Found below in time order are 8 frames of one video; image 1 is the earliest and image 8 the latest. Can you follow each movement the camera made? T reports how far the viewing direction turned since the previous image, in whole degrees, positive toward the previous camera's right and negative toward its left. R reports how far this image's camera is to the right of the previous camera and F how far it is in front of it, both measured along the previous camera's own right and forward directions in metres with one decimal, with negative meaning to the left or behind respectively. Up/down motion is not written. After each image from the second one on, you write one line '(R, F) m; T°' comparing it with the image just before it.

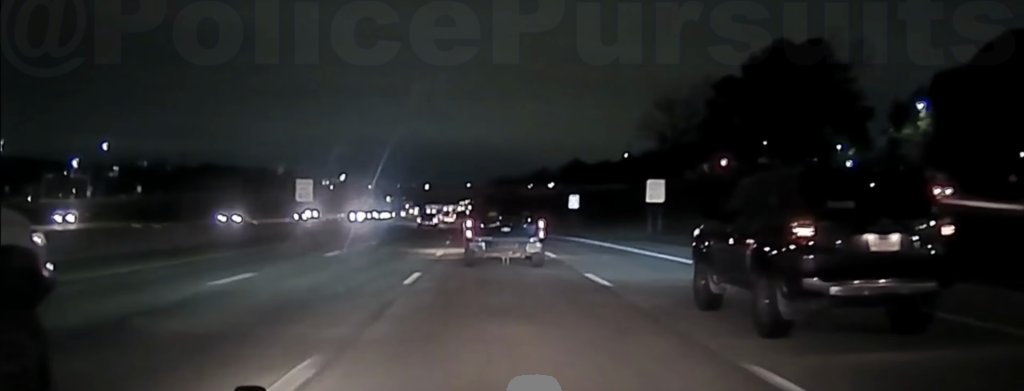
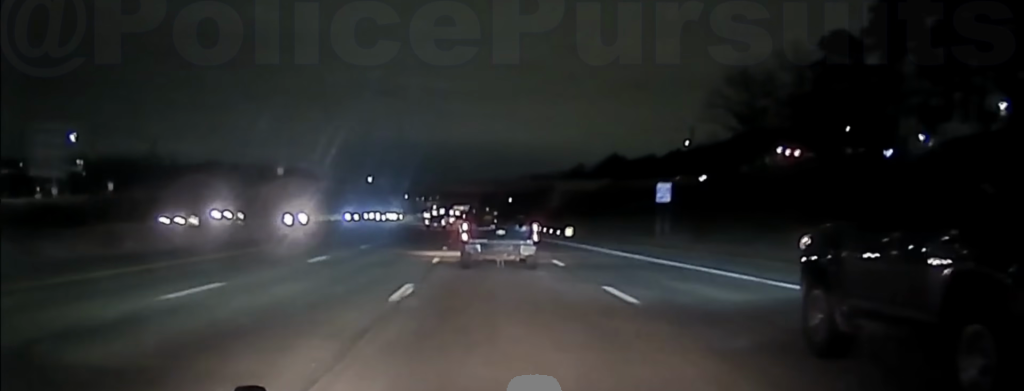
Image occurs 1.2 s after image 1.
(-0.5, +34.5) m; -2°
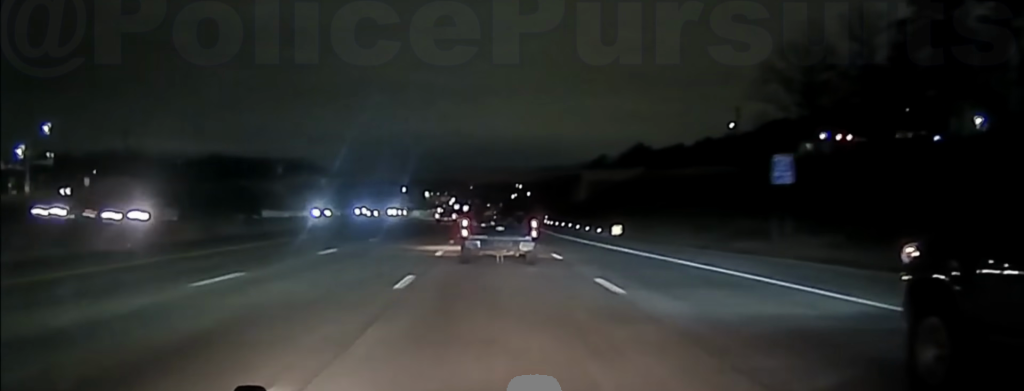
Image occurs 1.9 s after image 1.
(-0.2, +19.5) m; -1°
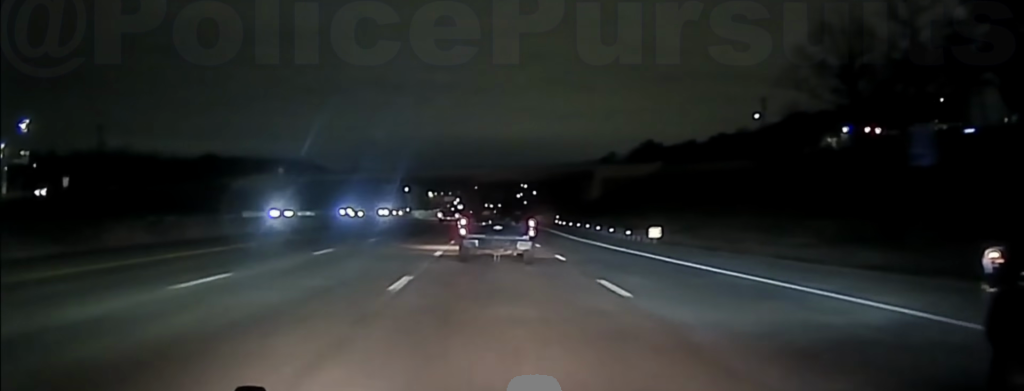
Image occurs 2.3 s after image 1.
(0.0, +11.2) m; -1°
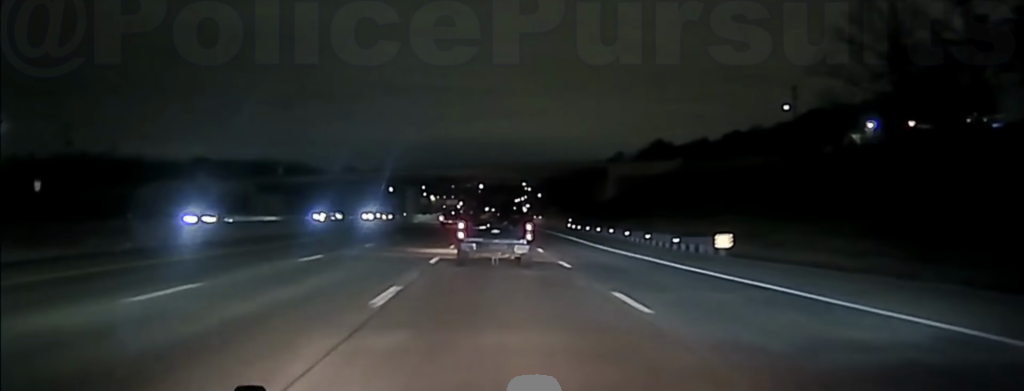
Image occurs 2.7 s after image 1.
(-0.1, +13.2) m; 0°
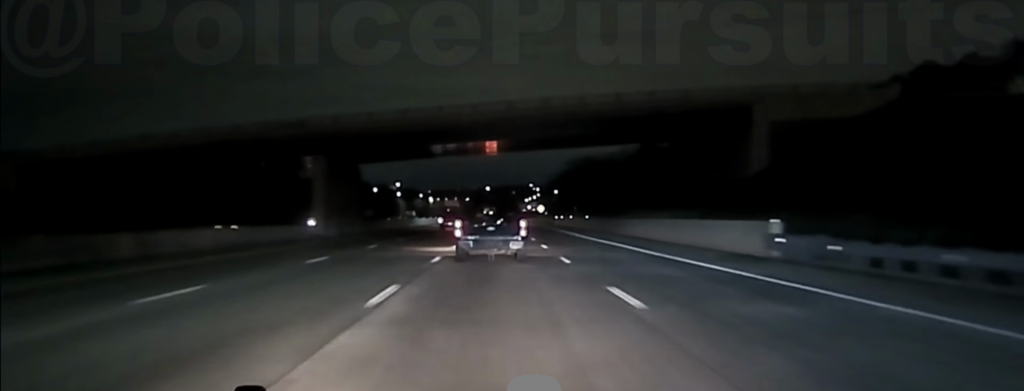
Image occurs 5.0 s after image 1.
(-0.4, +76.2) m; 0°
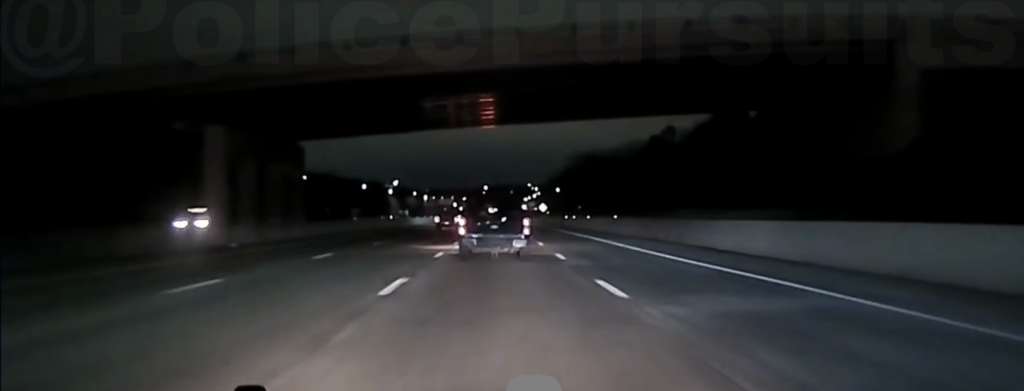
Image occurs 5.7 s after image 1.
(0.0, +25.4) m; 0°
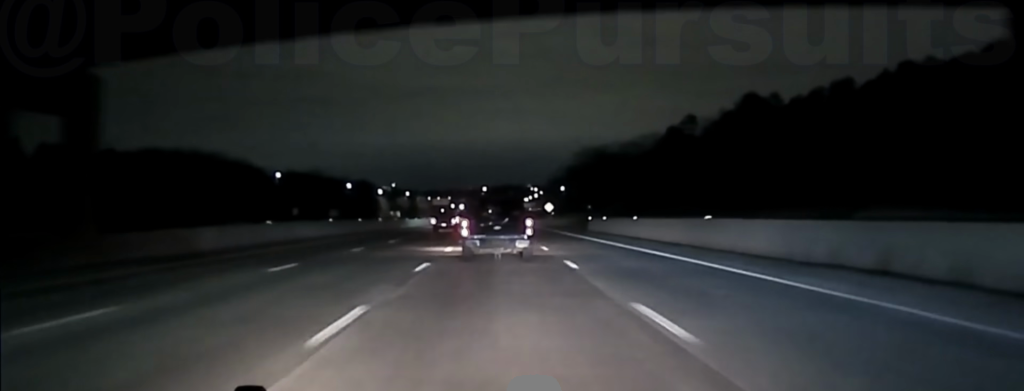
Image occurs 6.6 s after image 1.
(0.0, +30.3) m; 0°
